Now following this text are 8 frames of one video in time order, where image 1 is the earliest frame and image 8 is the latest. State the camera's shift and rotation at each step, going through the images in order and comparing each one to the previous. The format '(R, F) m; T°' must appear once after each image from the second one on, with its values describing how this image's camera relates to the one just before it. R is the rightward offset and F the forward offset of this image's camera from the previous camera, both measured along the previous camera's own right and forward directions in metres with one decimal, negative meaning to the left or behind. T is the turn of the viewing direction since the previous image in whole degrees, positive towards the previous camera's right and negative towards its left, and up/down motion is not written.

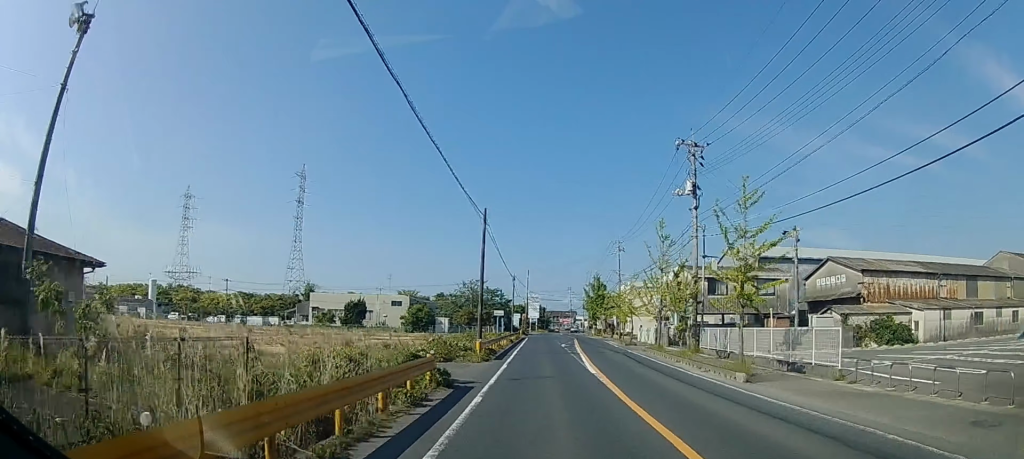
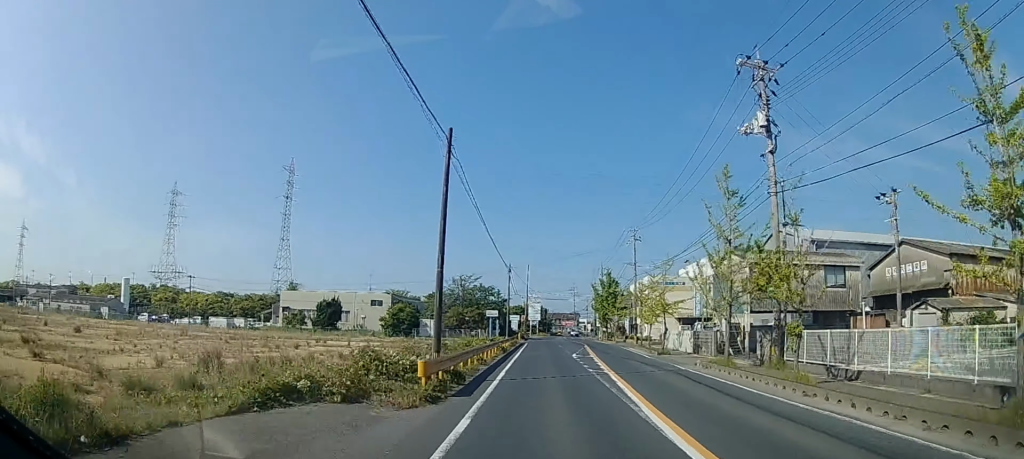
(-0.1, +11.5) m; 0°
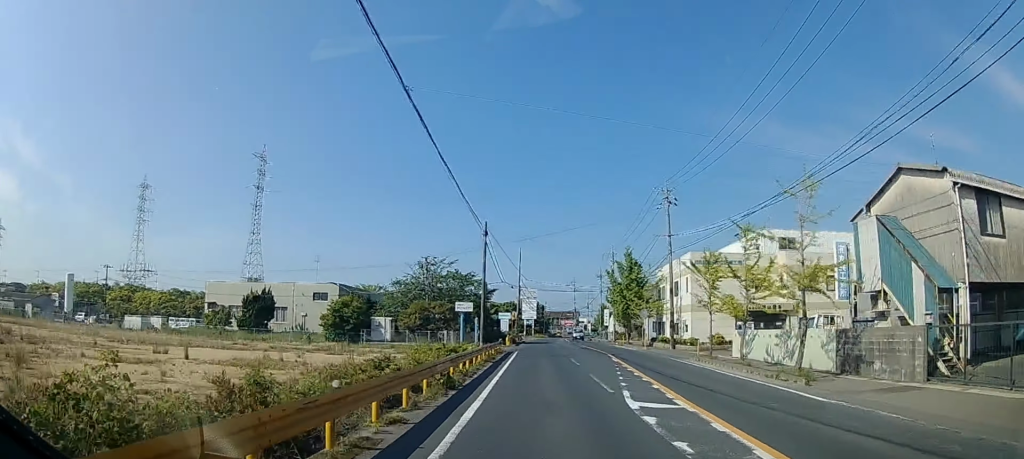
(0.0, +19.0) m; 0°
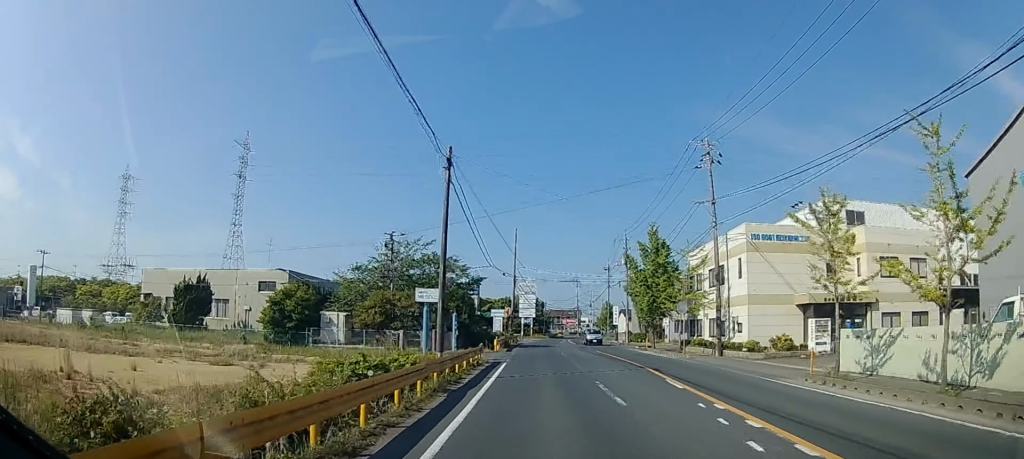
(0.0, +12.2) m; 0°
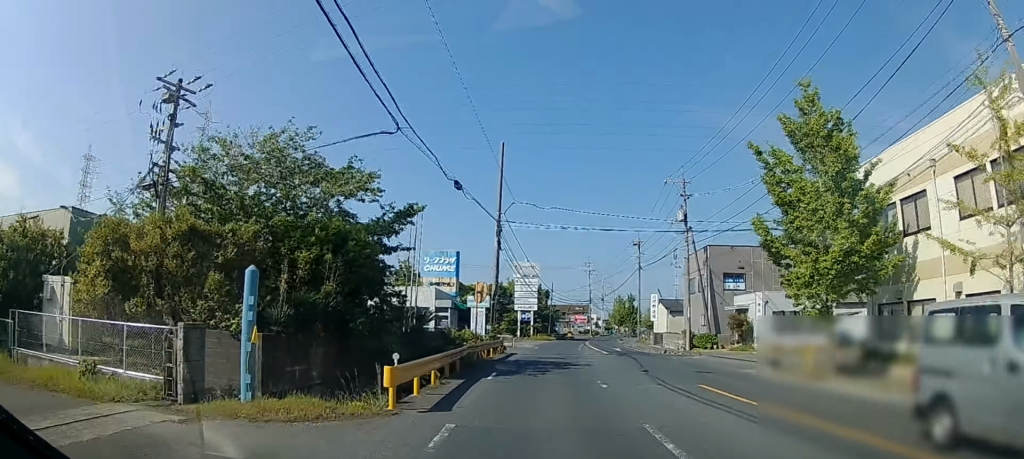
(+0.2, +24.6) m; +1°
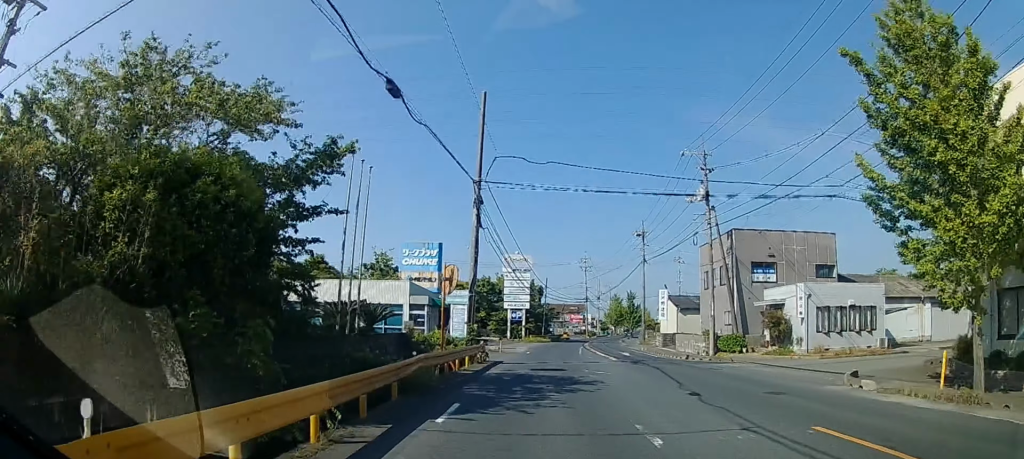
(+0.1, +6.4) m; 0°
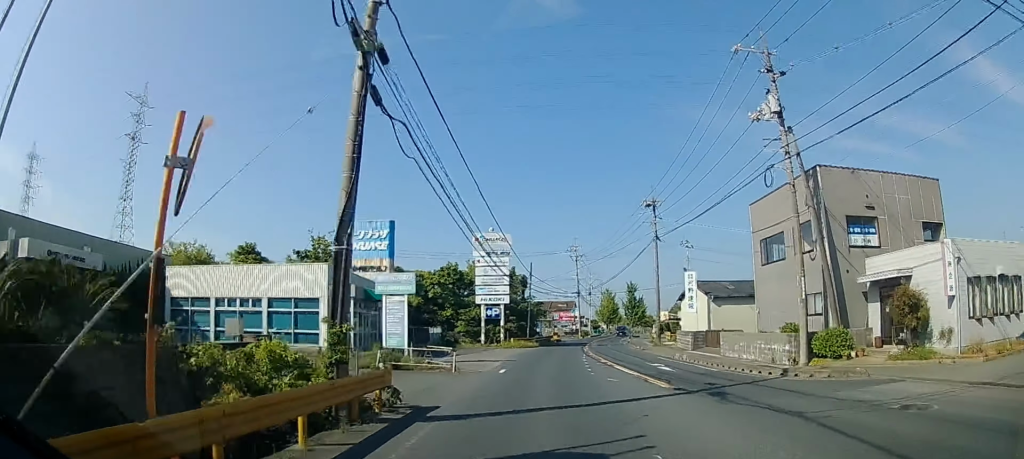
(-0.1, +11.0) m; 0°
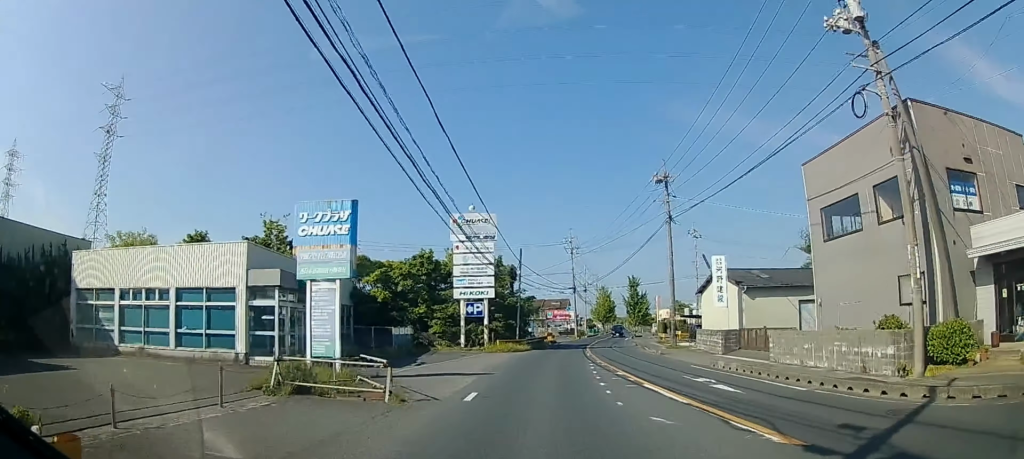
(0.0, +6.2) m; +1°
